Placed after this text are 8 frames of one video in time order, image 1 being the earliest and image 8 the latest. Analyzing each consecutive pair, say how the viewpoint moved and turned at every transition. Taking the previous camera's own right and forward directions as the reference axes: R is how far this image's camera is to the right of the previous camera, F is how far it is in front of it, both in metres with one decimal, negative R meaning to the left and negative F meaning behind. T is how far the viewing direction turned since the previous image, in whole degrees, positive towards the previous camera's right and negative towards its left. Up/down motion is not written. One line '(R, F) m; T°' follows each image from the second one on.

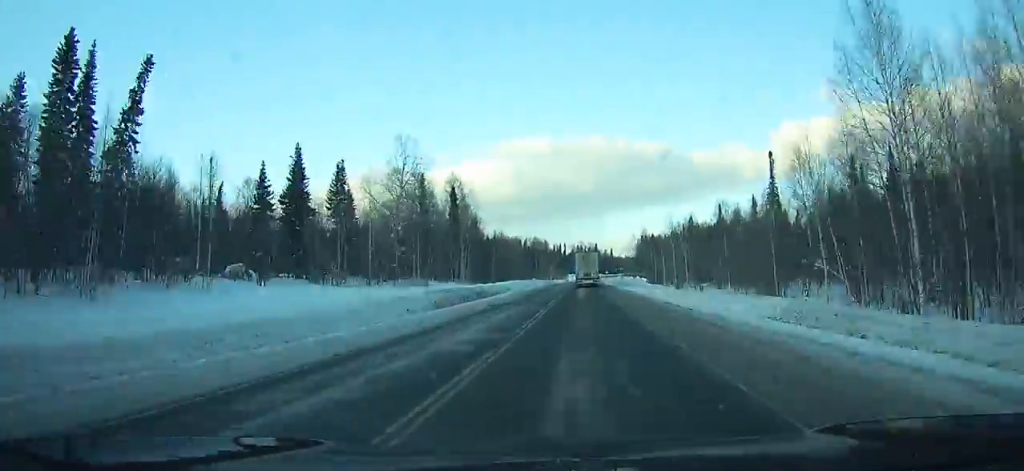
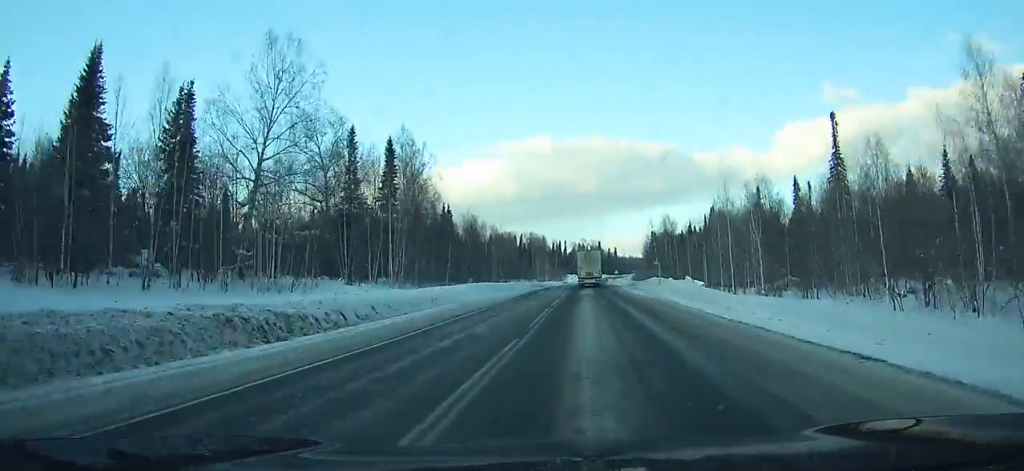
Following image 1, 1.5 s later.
(-0.1, +36.1) m; 0°
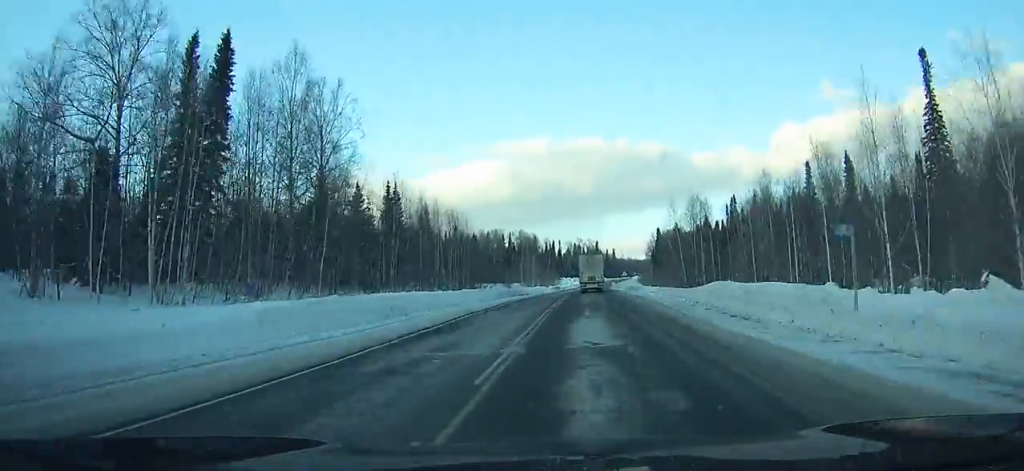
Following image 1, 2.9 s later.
(-0.2, +33.7) m; 0°
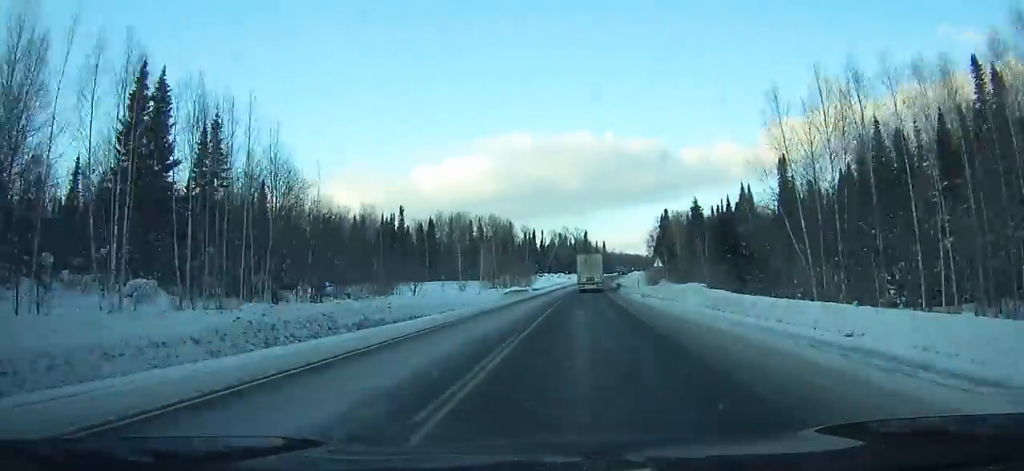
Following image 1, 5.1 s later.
(+0.2, +52.7) m; +1°
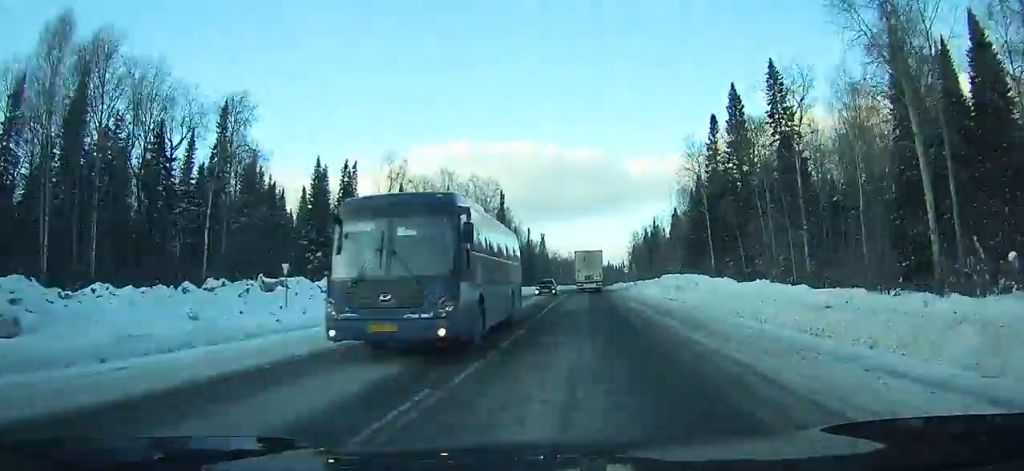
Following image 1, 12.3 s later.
(+8.1, +169.7) m; +6°
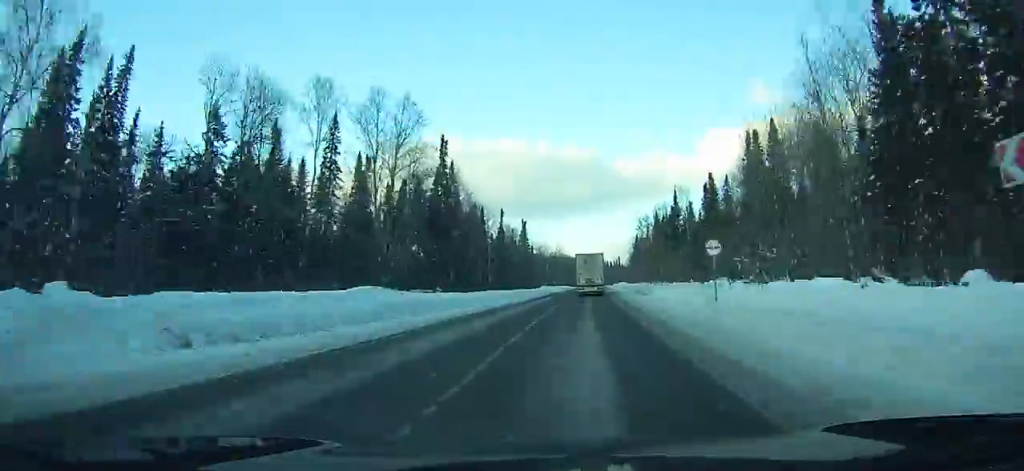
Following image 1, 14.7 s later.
(+0.9, +56.0) m; +1°
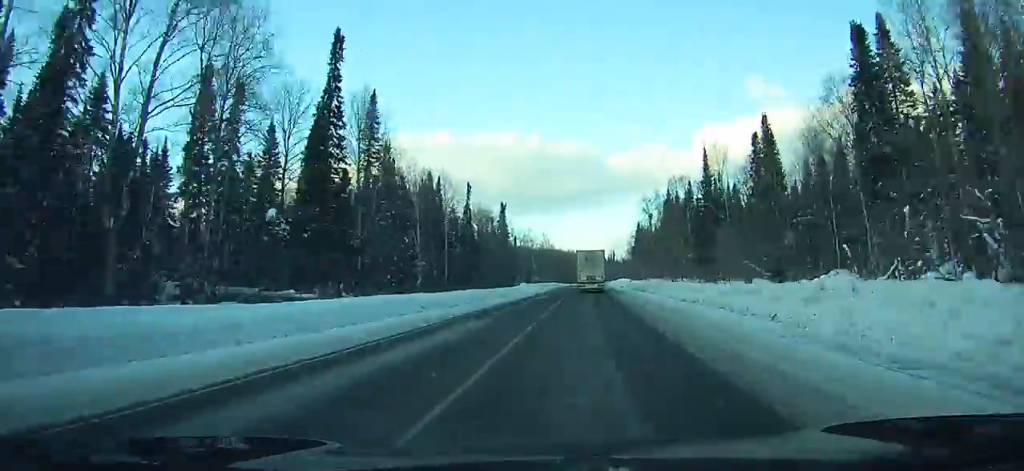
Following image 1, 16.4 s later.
(+0.3, +39.5) m; +1°
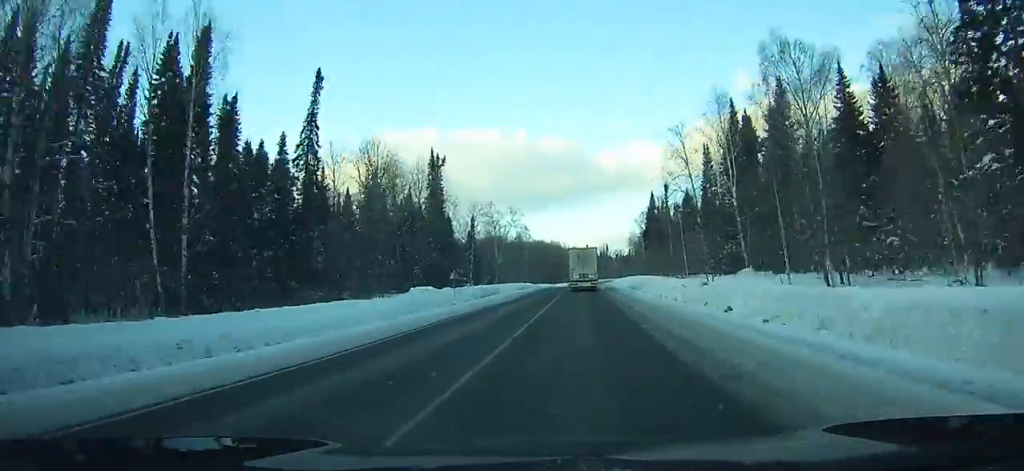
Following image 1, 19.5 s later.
(+0.9, +70.9) m; +1°
